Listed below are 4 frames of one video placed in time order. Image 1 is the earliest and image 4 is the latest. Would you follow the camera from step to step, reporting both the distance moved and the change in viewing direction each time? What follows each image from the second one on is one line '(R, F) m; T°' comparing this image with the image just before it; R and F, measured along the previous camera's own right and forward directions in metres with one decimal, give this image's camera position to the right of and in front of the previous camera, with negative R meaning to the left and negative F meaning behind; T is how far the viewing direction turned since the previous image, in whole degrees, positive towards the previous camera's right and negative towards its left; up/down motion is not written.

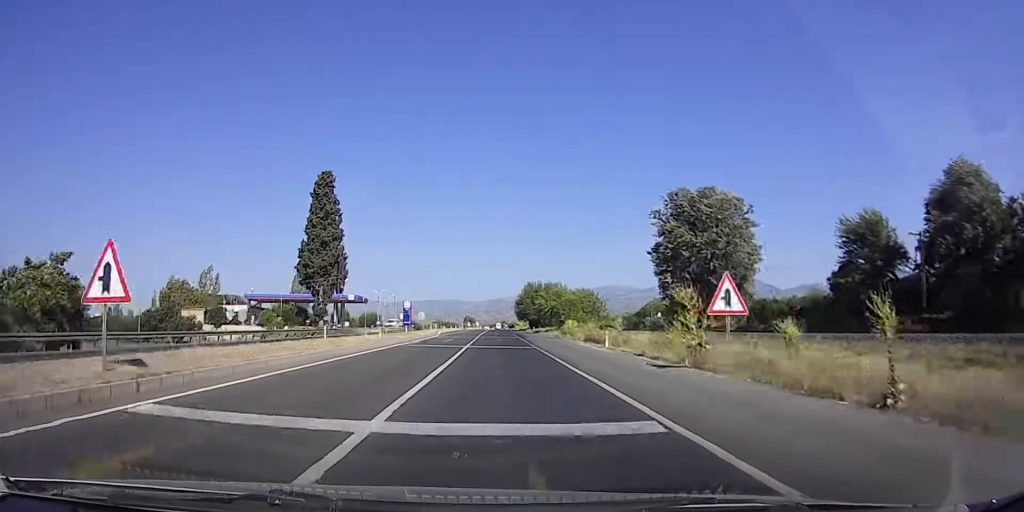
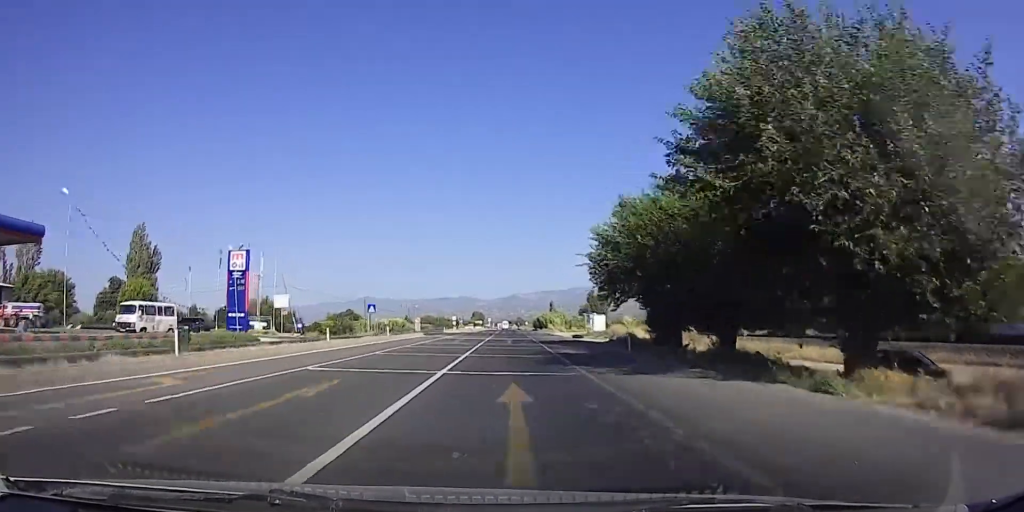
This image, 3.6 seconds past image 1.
(-4.7, +104.5) m; -2°
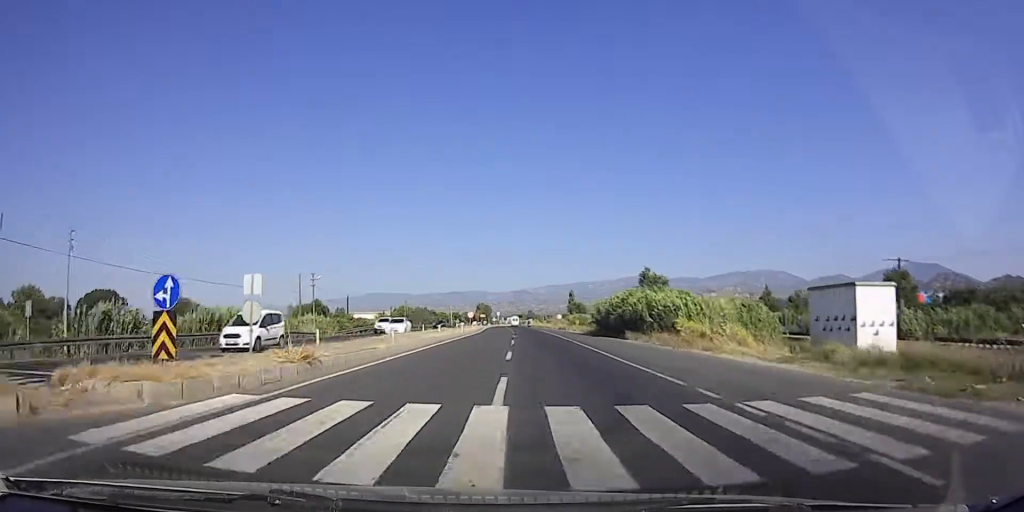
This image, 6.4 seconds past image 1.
(-1.2, +82.4) m; -3°
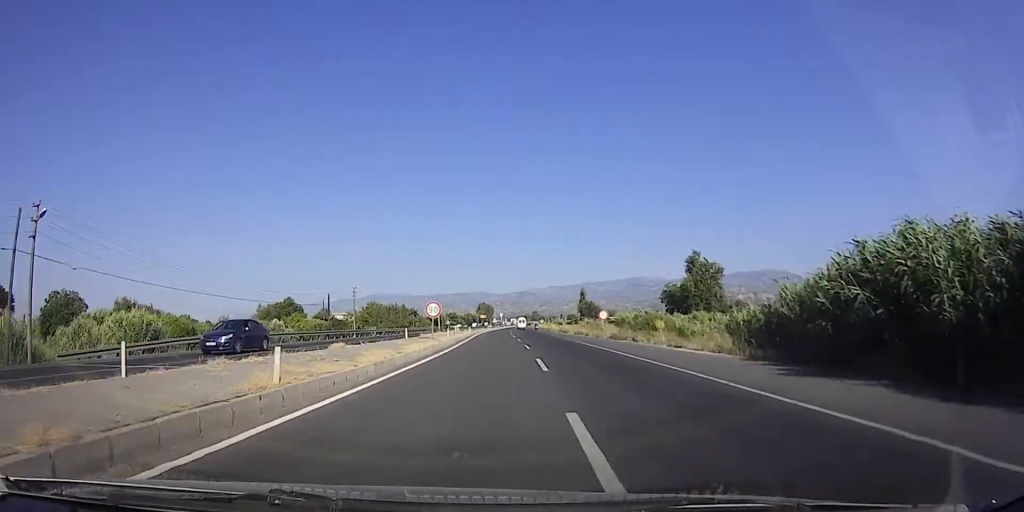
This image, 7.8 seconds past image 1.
(-0.5, +39.4) m; +1°
